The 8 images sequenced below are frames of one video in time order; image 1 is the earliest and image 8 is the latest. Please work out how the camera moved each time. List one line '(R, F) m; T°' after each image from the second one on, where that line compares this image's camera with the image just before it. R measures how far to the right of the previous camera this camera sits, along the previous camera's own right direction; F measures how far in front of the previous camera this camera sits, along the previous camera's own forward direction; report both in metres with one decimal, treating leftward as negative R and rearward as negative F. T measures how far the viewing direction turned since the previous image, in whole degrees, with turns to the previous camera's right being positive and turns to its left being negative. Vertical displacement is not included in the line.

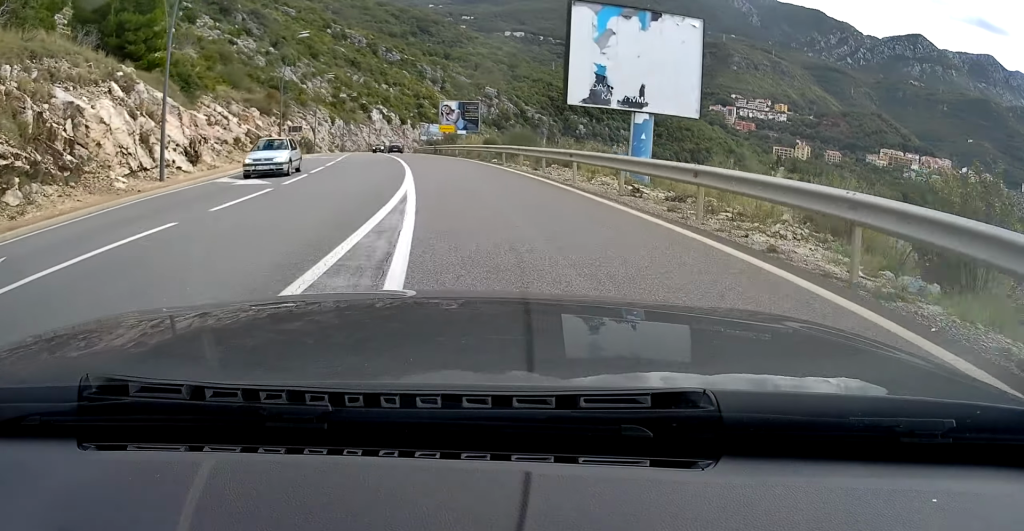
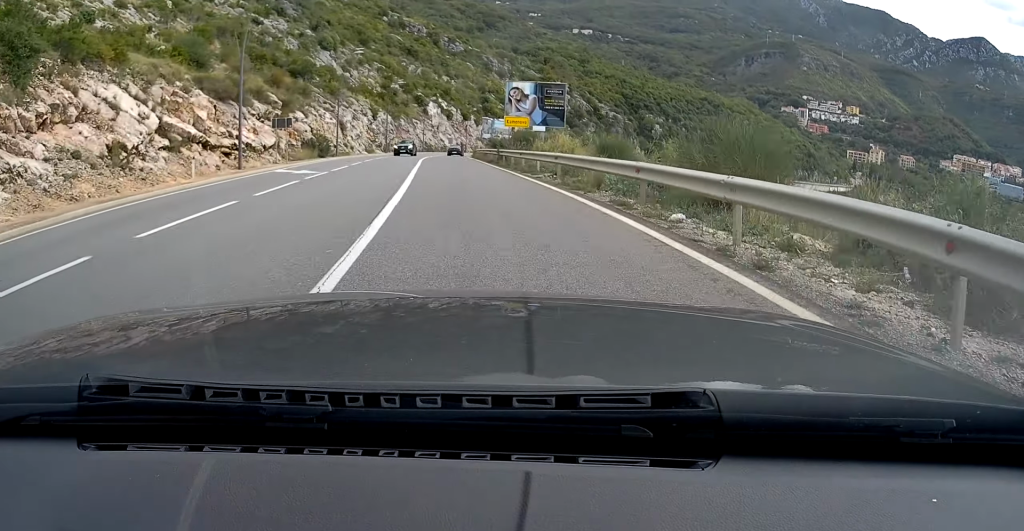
(-1.0, +21.9) m; -7°
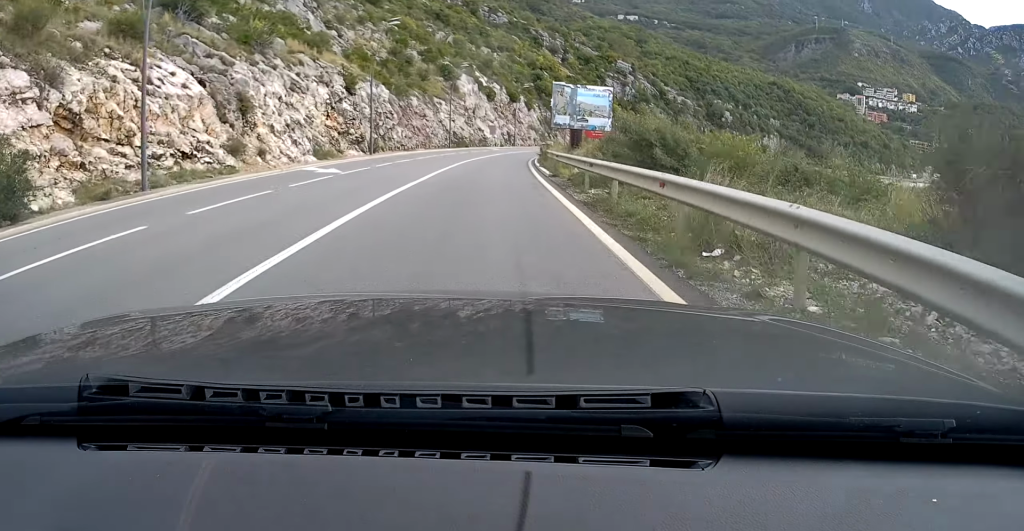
(-3.5, +43.1) m; -5°
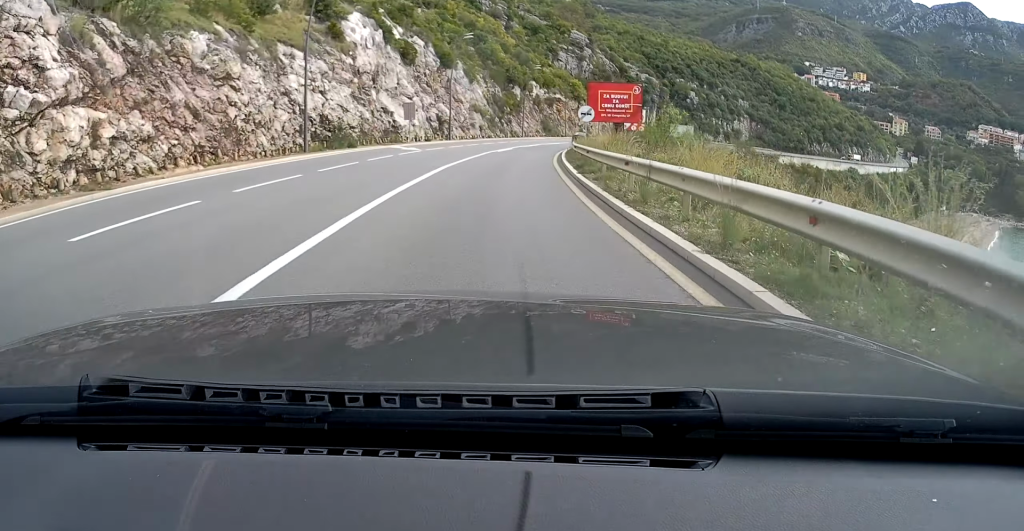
(+0.3, +45.1) m; +4°
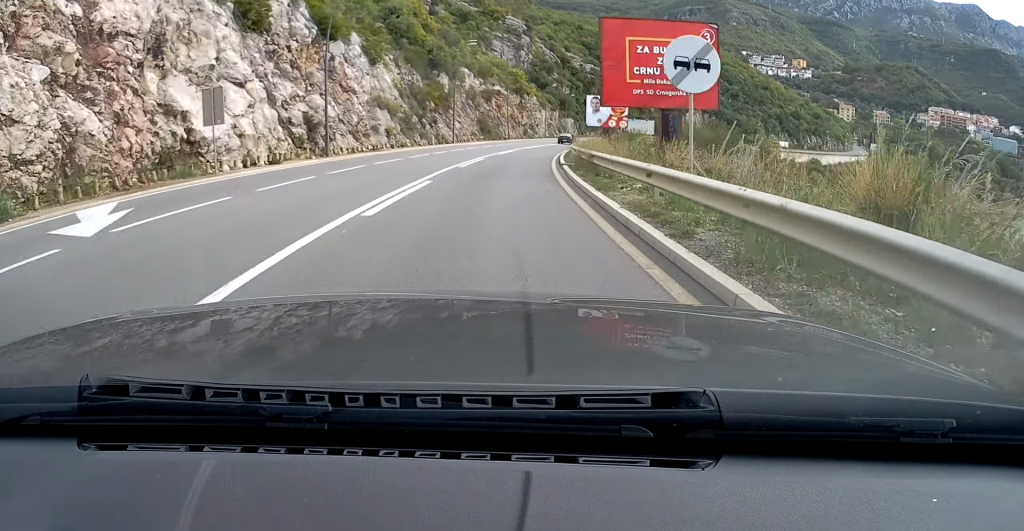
(+0.4, +27.3) m; +5°
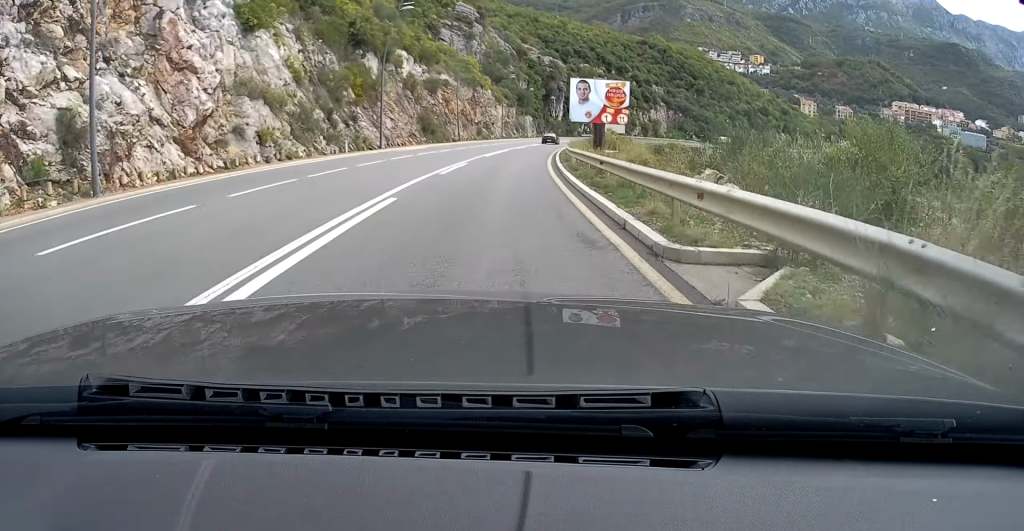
(+1.3, +18.9) m; +4°
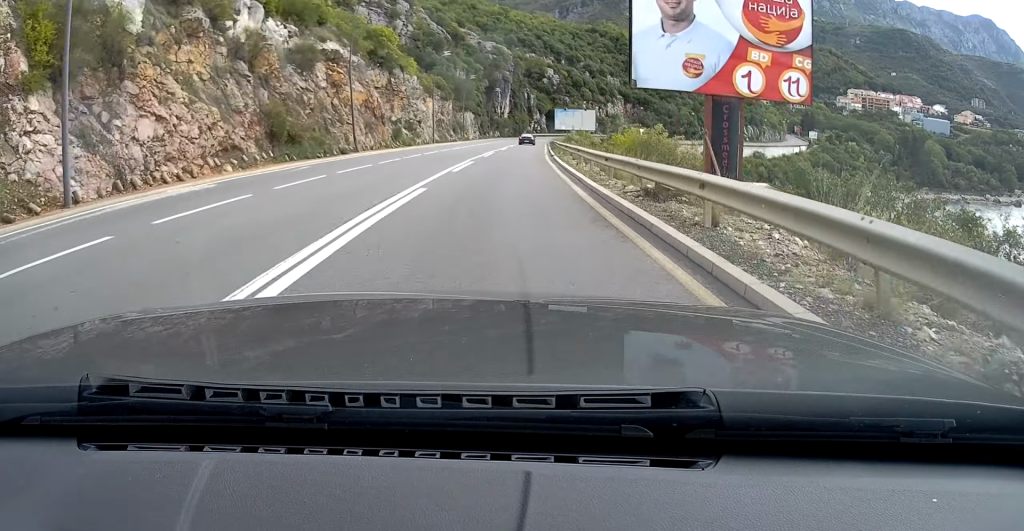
(+1.6, +31.5) m; +6°
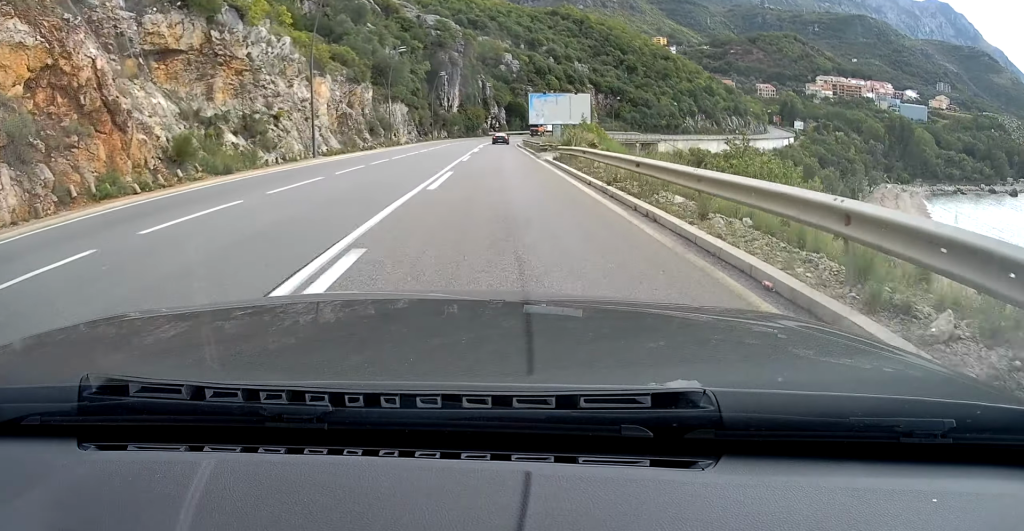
(+1.4, +35.3) m; +5°
